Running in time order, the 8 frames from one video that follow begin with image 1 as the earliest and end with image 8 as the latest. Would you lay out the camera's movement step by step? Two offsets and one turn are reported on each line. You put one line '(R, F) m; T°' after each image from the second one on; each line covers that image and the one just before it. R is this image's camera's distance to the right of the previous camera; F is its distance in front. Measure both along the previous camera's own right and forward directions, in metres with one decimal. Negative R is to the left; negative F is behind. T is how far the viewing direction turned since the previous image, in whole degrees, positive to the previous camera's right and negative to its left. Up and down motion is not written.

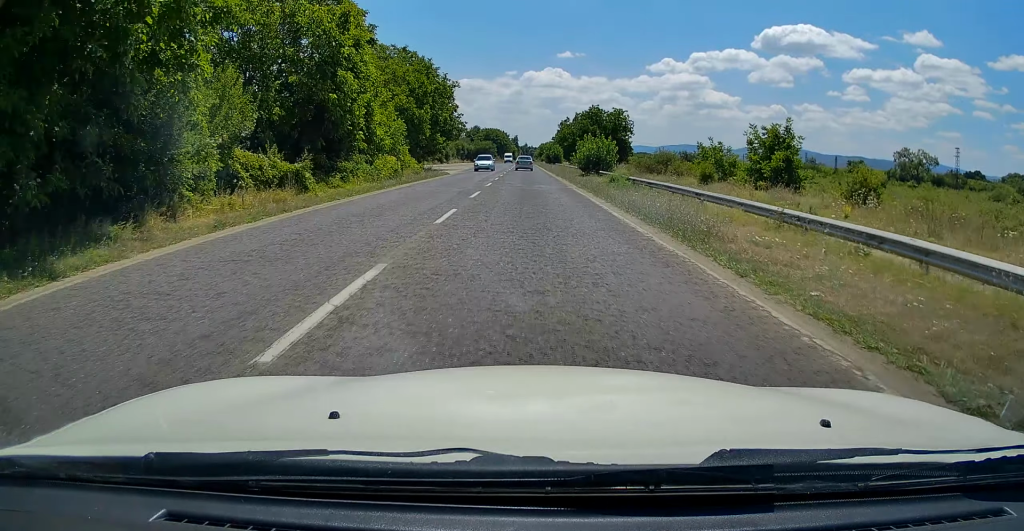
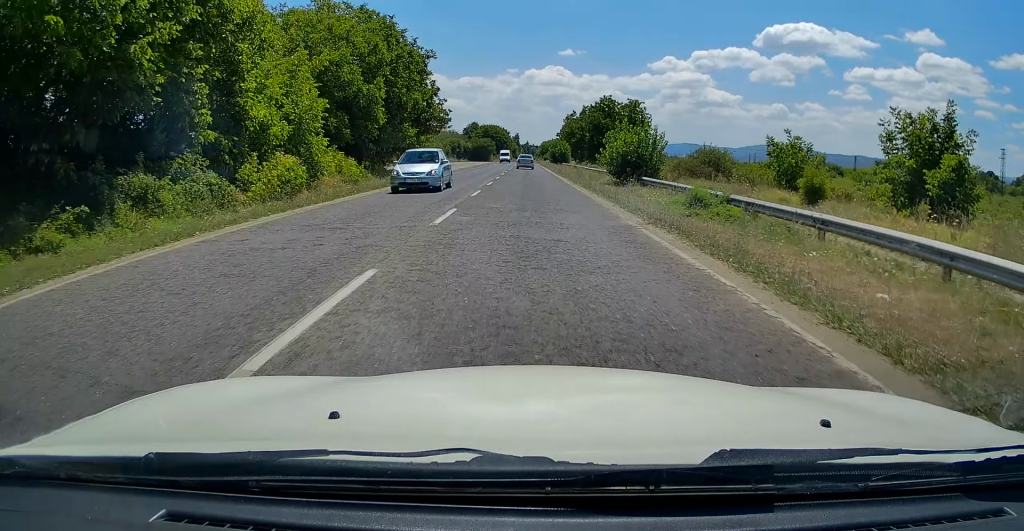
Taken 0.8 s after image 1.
(-0.2, +16.0) m; 0°
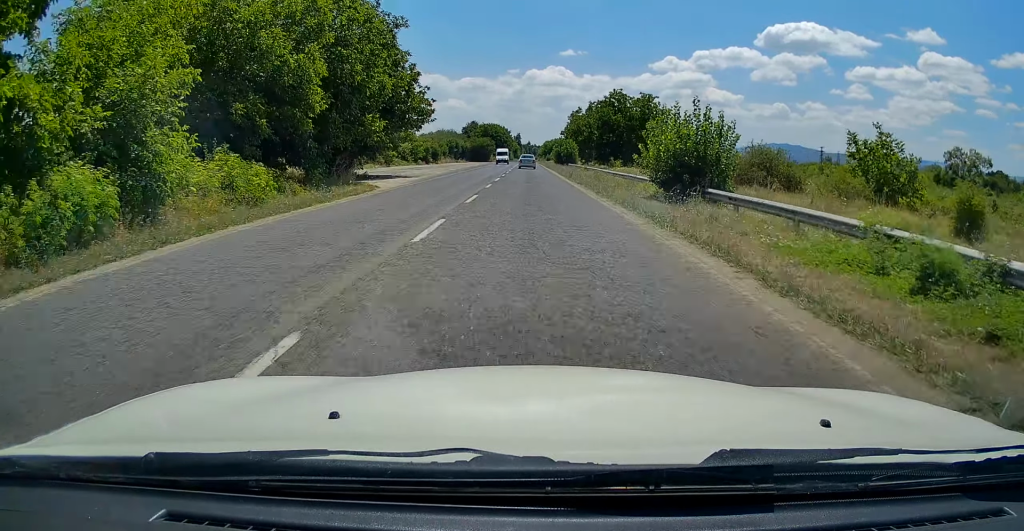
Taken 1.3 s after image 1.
(+0.1, +10.7) m; 0°
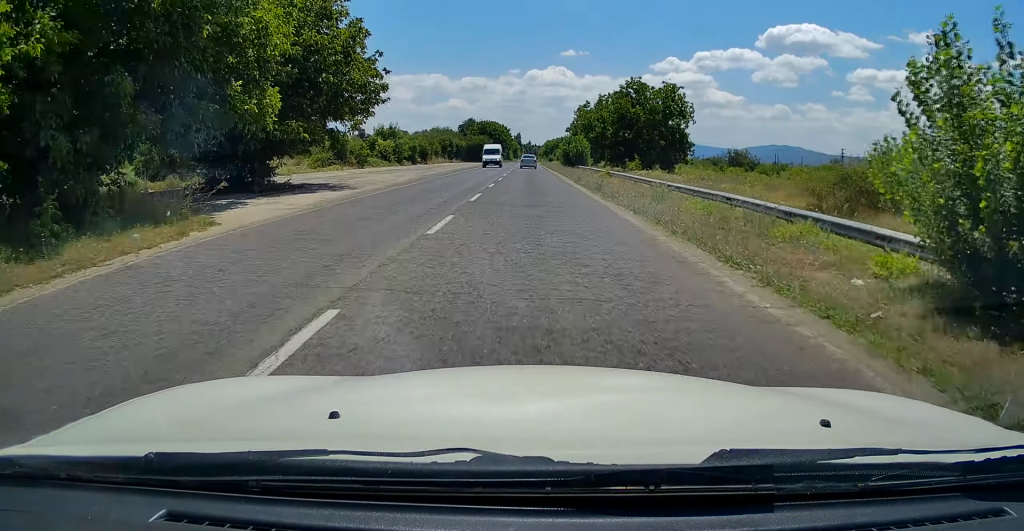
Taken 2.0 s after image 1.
(+0.1, +14.7) m; 0°
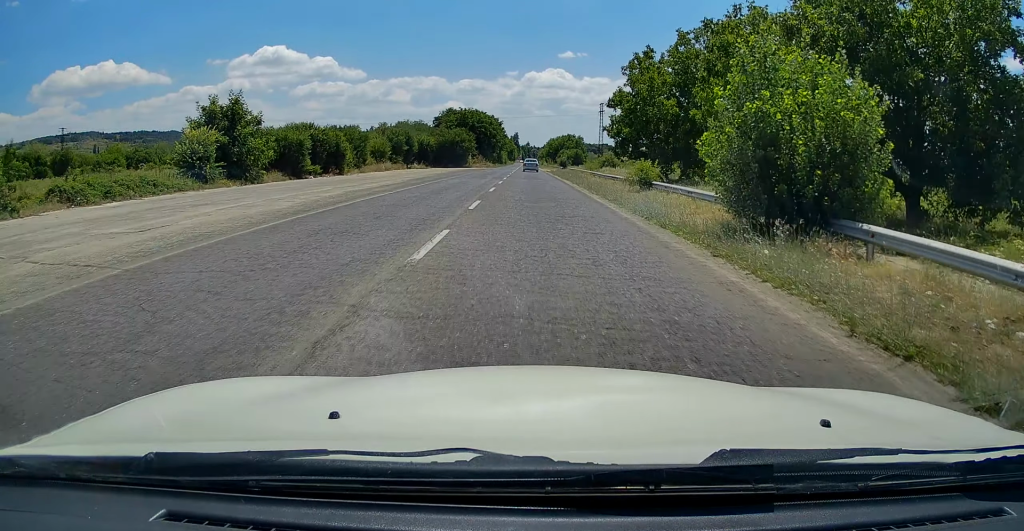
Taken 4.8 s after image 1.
(-0.5, +55.7) m; -1°
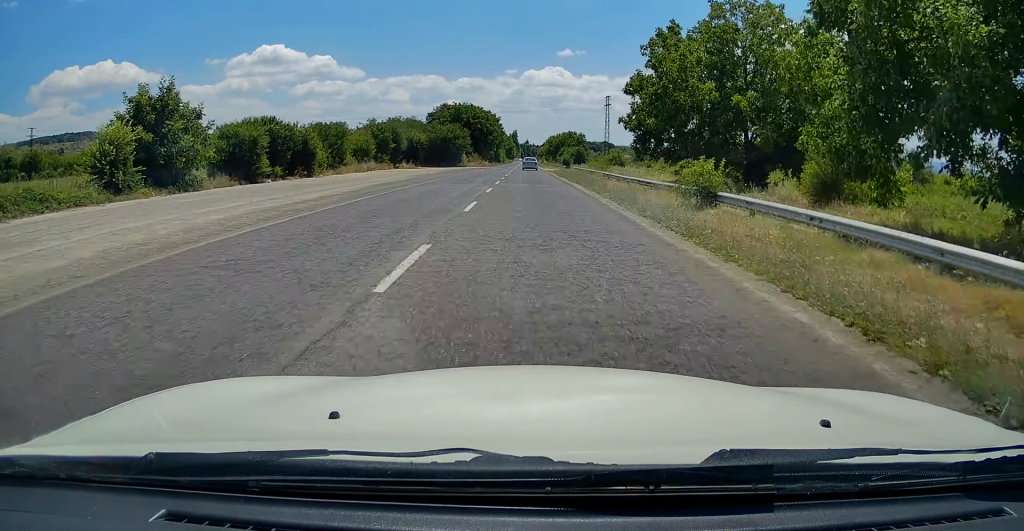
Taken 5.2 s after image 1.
(+0.1, +9.5) m; 0°
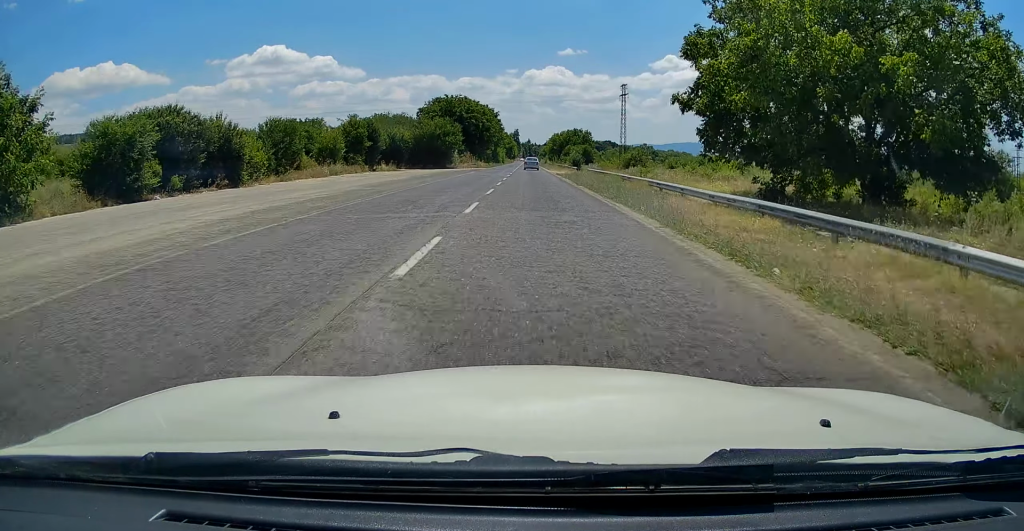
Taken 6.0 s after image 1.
(+0.1, +15.8) m; 0°
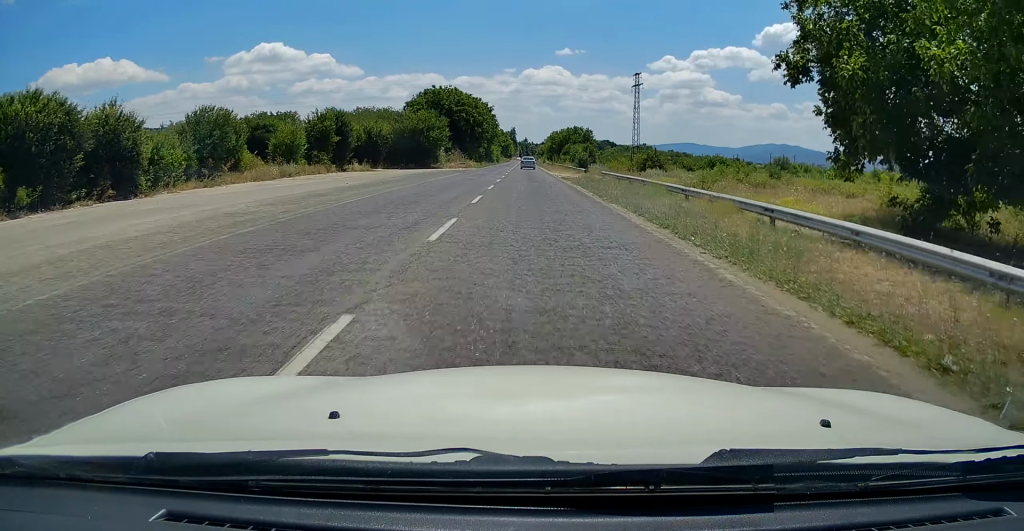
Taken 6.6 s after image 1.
(-0.1, +12.2) m; 0°
